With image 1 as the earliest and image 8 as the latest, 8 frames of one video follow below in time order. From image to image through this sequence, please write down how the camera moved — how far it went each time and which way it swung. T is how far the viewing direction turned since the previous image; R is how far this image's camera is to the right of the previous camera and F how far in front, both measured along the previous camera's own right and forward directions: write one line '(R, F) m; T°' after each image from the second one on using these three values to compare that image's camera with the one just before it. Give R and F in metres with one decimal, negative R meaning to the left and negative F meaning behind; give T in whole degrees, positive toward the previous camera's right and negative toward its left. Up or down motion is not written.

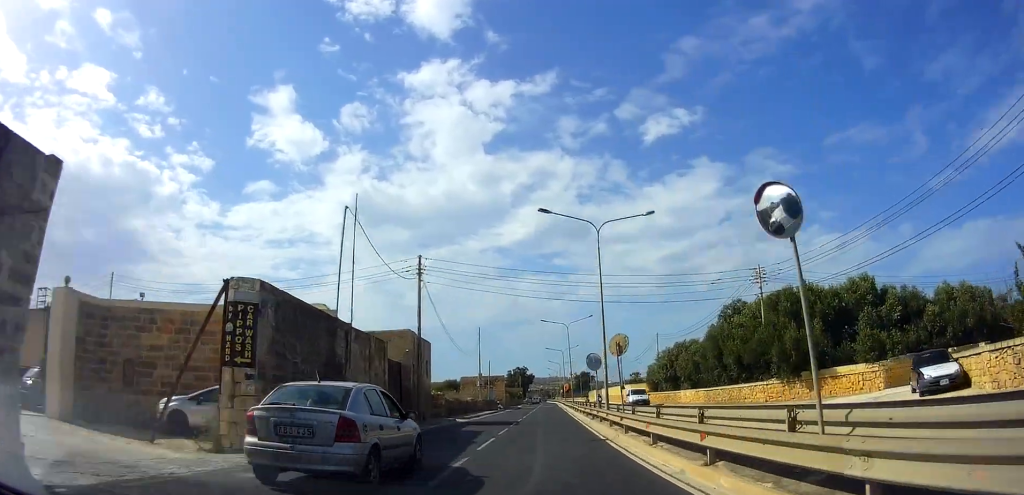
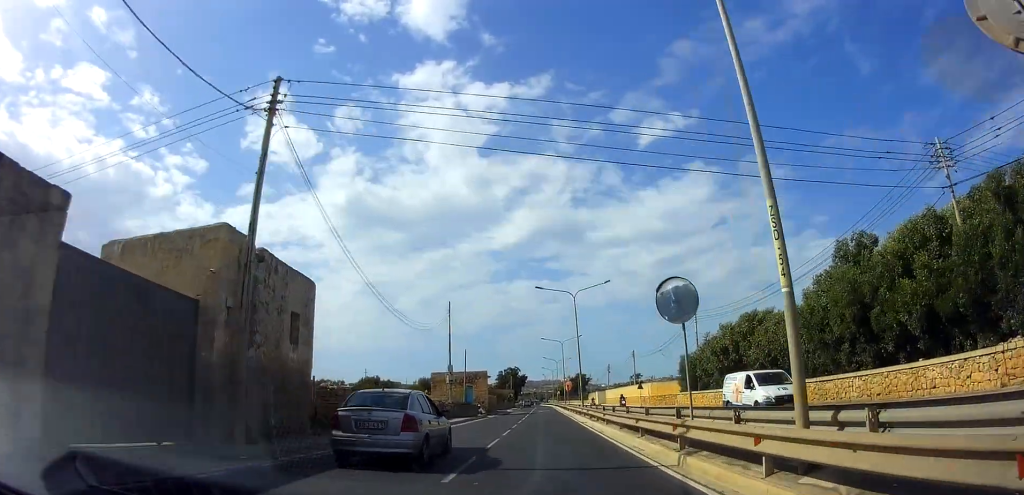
(-0.1, +17.8) m; 0°
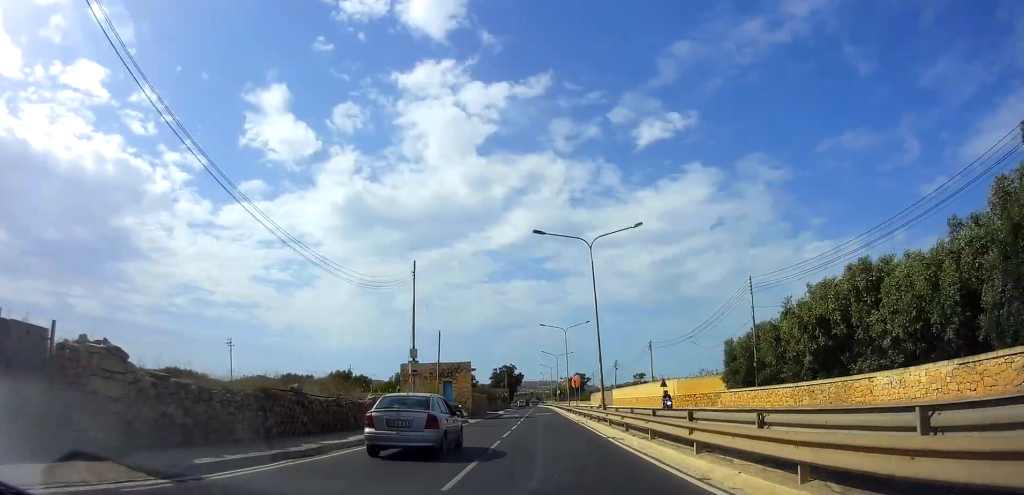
(+0.1, +12.6) m; 0°
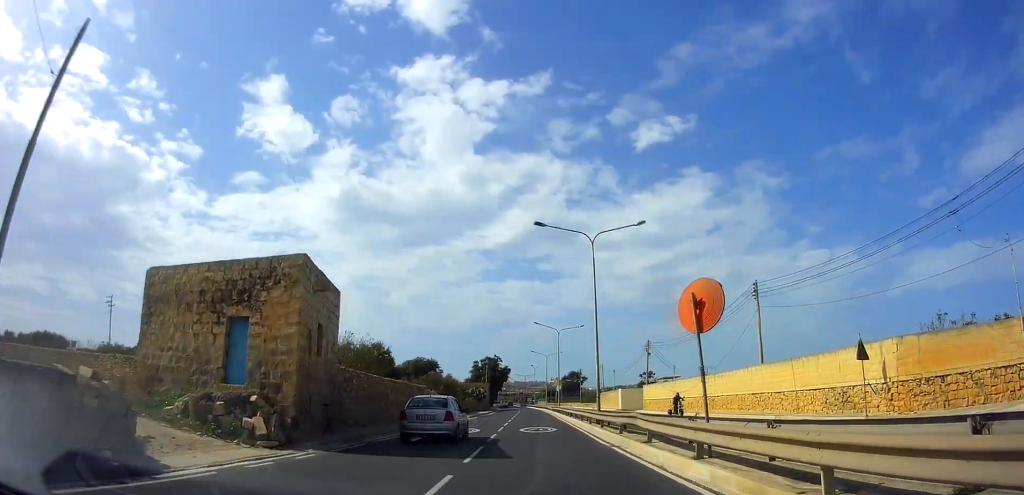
(+0.9, +32.8) m; +2°
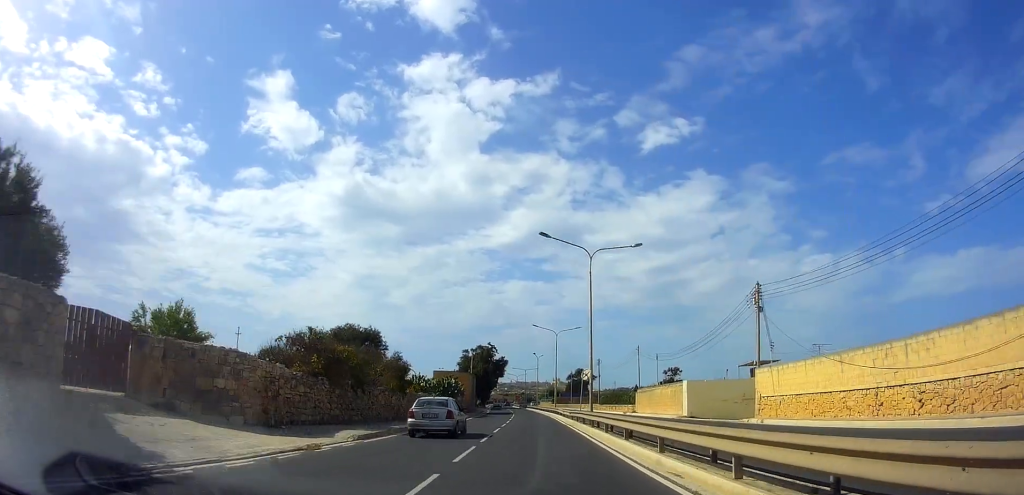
(-0.5, +30.1) m; 0°
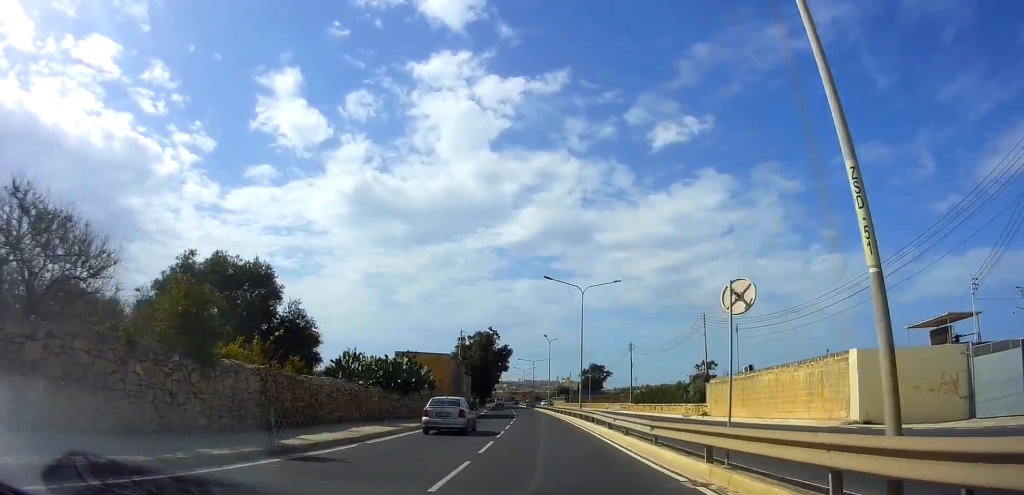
(+0.6, +21.9) m; 0°
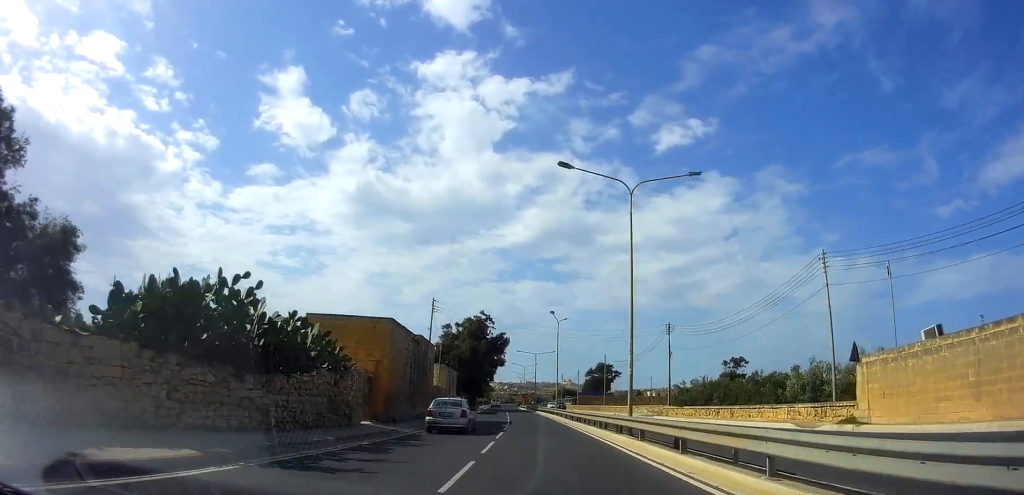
(-0.6, +18.1) m; 0°
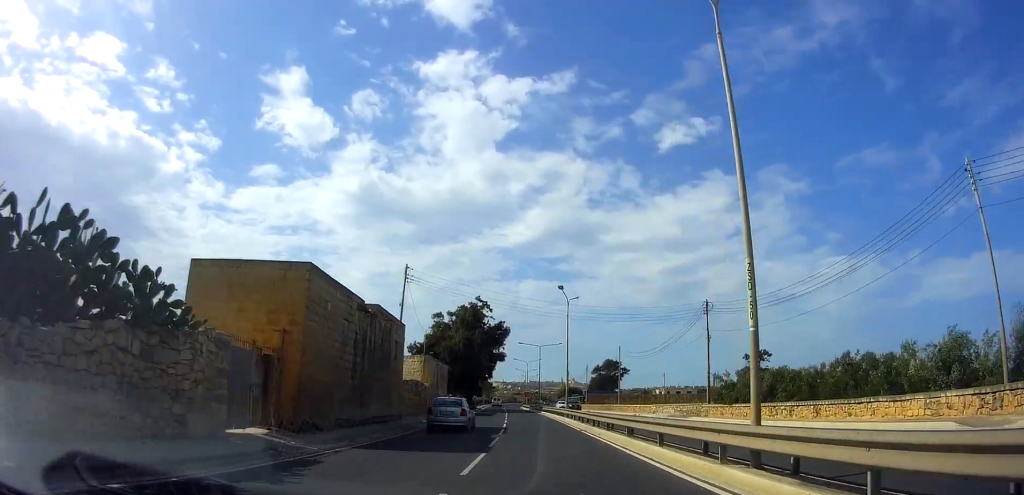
(+0.4, +10.1) m; 0°
